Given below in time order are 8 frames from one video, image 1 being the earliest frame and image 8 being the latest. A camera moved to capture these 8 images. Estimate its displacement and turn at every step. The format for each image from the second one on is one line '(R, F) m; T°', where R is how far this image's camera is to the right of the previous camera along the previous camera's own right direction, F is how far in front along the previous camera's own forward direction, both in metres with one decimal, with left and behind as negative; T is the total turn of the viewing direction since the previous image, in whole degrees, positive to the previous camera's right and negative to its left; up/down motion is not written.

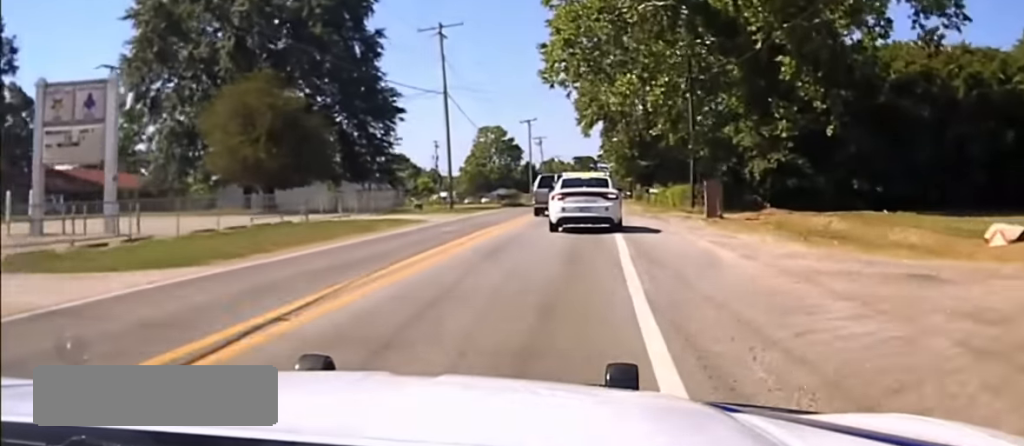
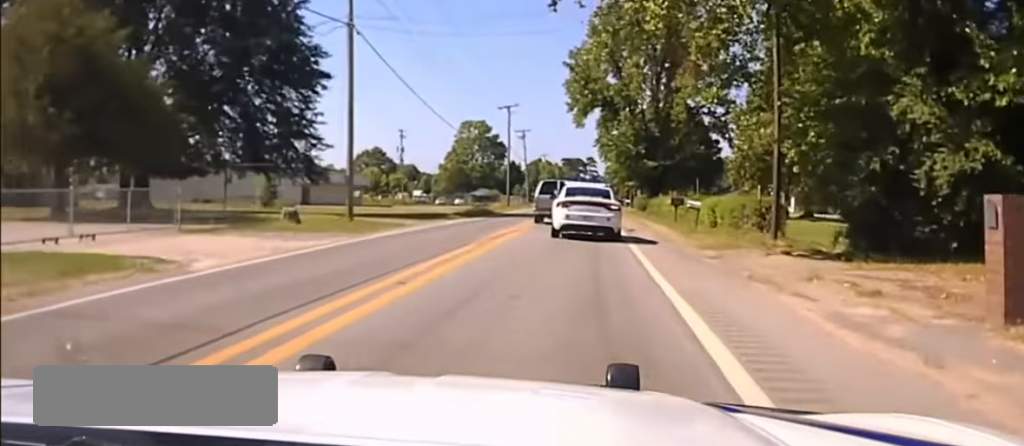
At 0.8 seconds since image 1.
(+0.2, +24.8) m; +1°
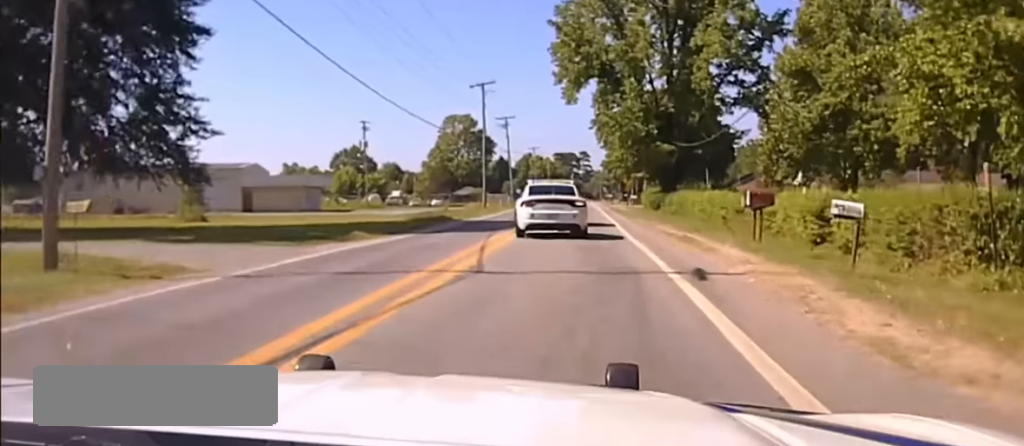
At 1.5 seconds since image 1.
(+0.2, +20.7) m; 0°
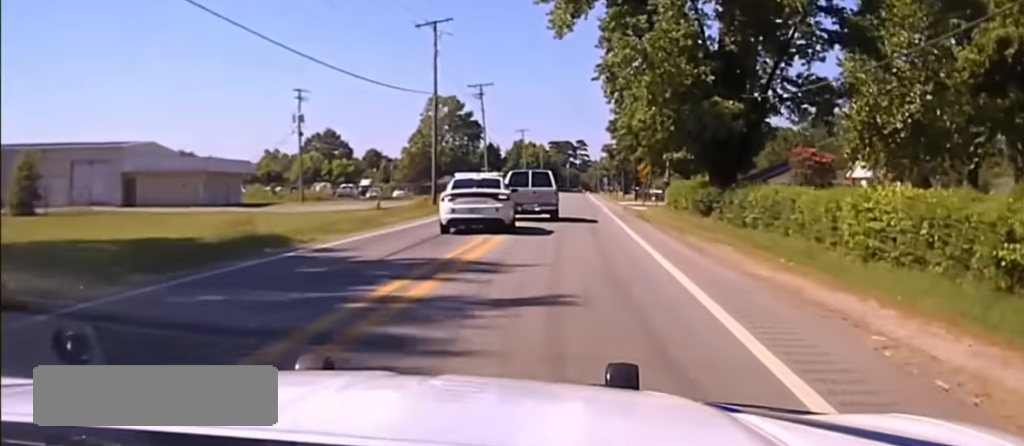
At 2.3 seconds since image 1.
(+0.1, +27.9) m; 0°
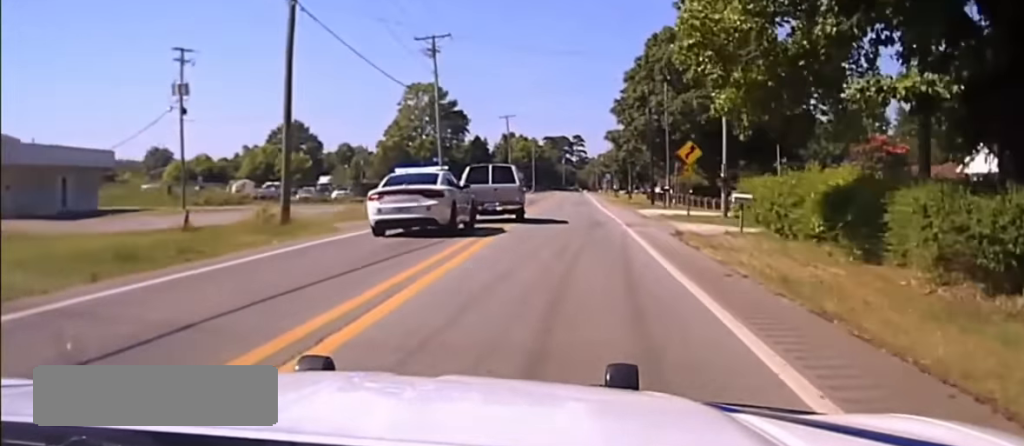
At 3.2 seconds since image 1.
(0.0, +29.5) m; 0°
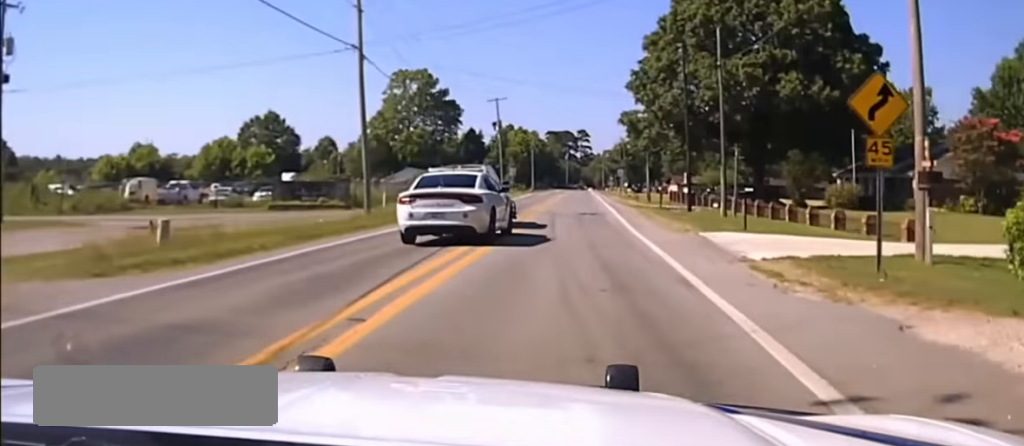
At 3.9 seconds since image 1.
(+0.1, +22.2) m; 0°
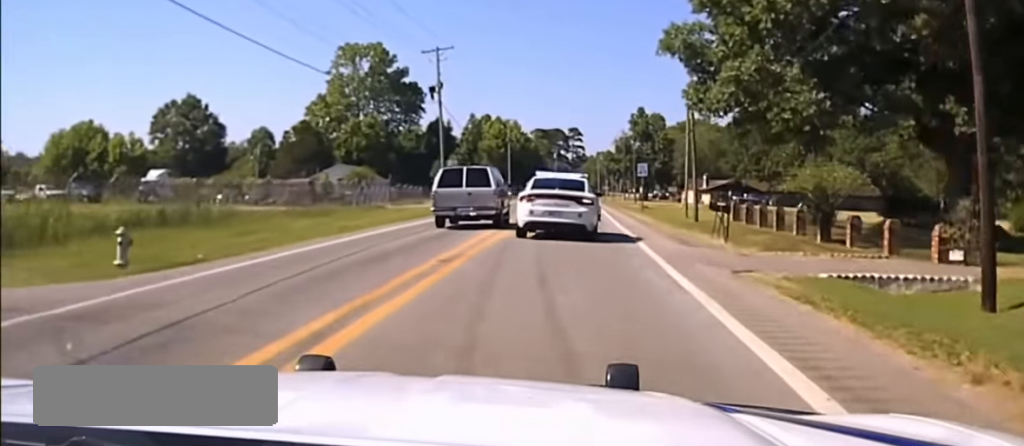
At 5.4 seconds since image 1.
(+0.1, +42.7) m; 0°
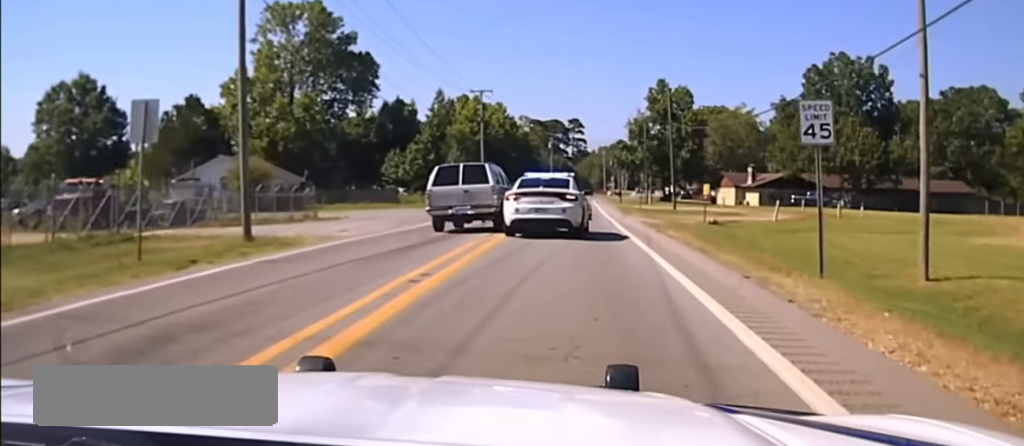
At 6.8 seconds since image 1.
(-0.3, +39.2) m; 0°
